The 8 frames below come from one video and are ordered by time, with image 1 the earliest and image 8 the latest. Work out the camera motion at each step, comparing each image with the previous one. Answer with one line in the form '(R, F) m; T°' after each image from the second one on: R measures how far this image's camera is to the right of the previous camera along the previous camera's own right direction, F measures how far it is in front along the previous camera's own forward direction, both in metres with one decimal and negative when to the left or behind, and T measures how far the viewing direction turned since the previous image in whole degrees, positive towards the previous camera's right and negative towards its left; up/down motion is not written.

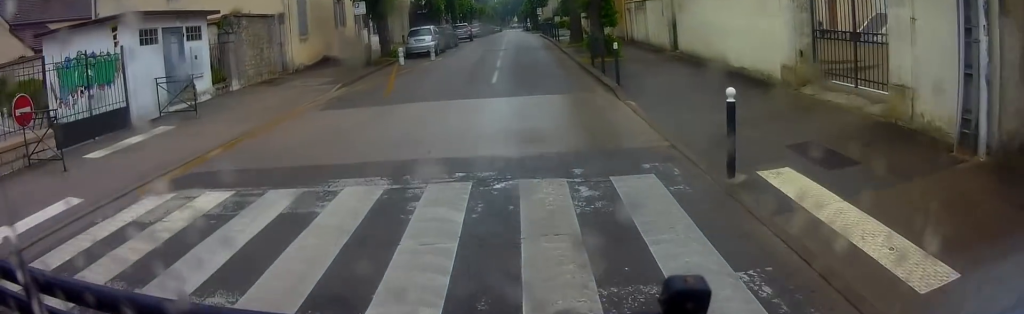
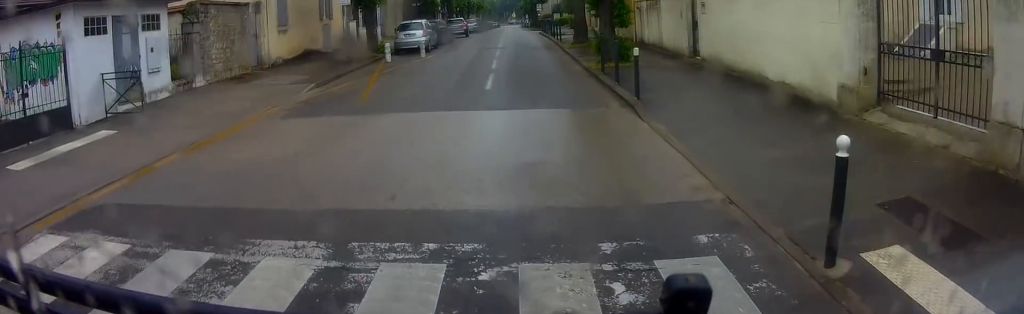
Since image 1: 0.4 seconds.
(-0.1, +2.3) m; +1°
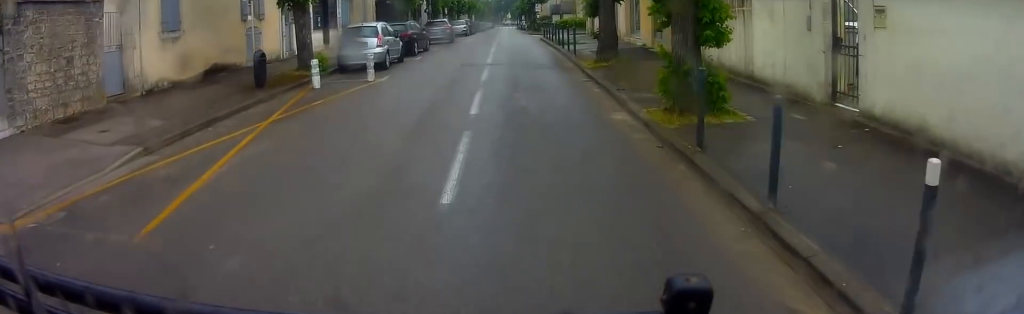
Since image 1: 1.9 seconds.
(+0.7, +7.8) m; +3°
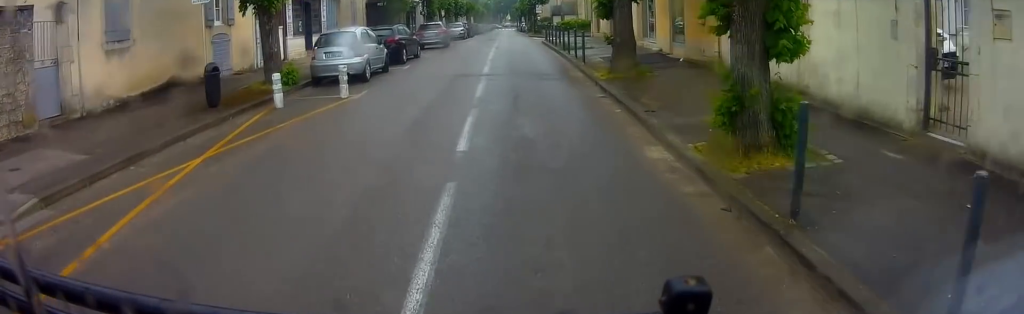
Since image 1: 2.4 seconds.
(-0.1, +2.4) m; 0°
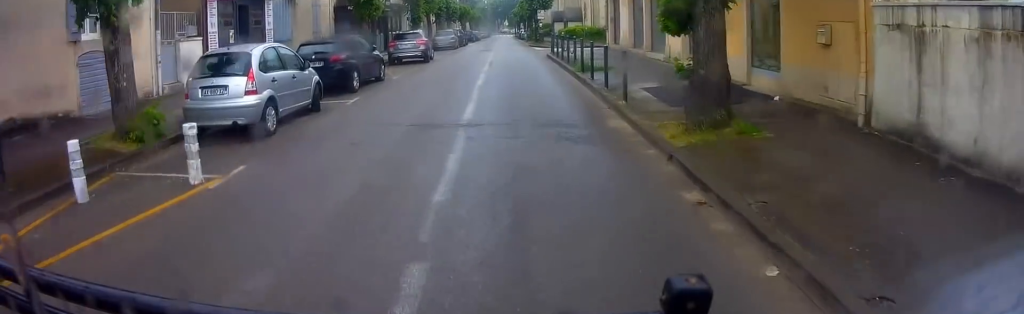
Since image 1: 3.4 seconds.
(-0.4, +6.0) m; +2°
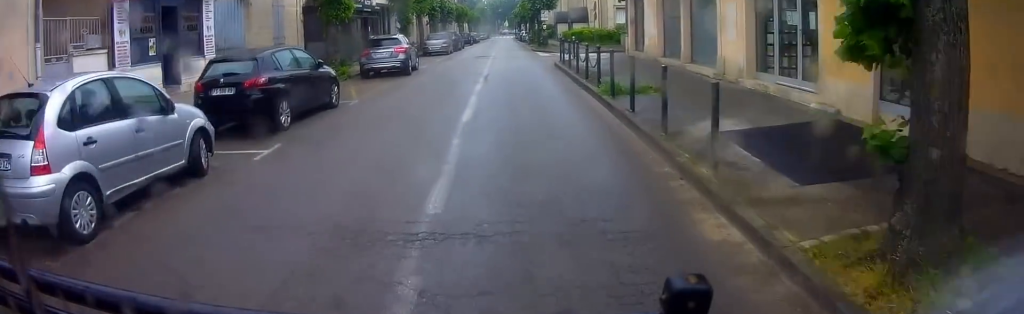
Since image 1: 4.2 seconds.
(+0.6, +4.6) m; +3°
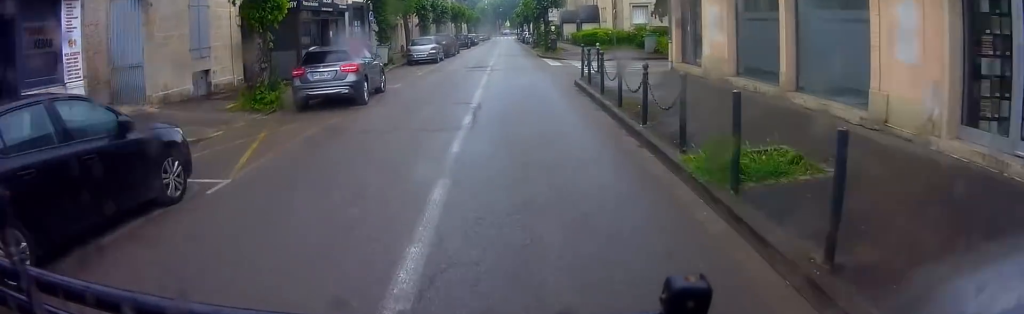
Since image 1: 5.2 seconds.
(-0.5, +6.4) m; -4°
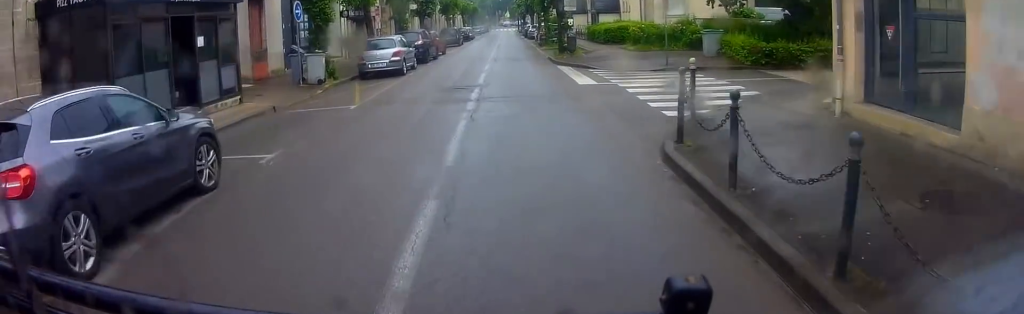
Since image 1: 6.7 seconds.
(0.0, +10.1) m; +2°
